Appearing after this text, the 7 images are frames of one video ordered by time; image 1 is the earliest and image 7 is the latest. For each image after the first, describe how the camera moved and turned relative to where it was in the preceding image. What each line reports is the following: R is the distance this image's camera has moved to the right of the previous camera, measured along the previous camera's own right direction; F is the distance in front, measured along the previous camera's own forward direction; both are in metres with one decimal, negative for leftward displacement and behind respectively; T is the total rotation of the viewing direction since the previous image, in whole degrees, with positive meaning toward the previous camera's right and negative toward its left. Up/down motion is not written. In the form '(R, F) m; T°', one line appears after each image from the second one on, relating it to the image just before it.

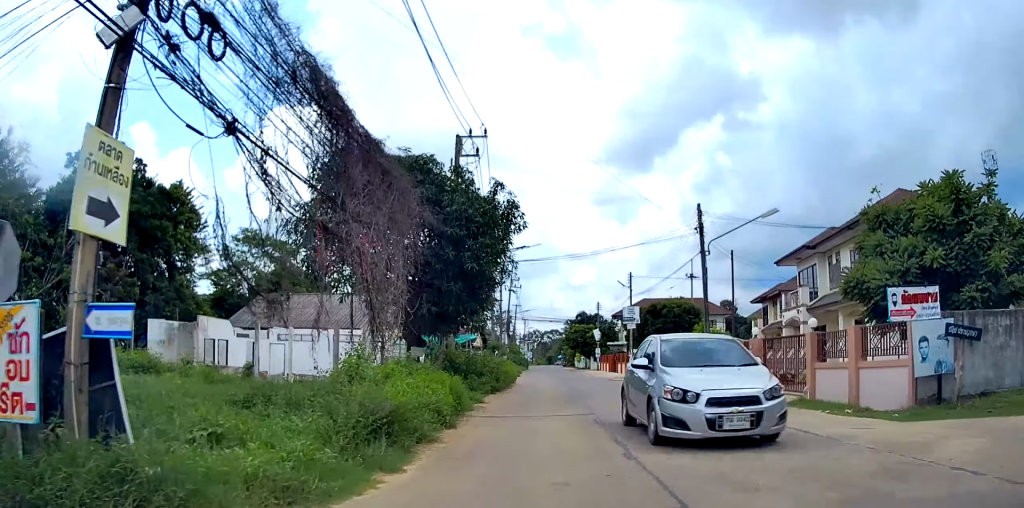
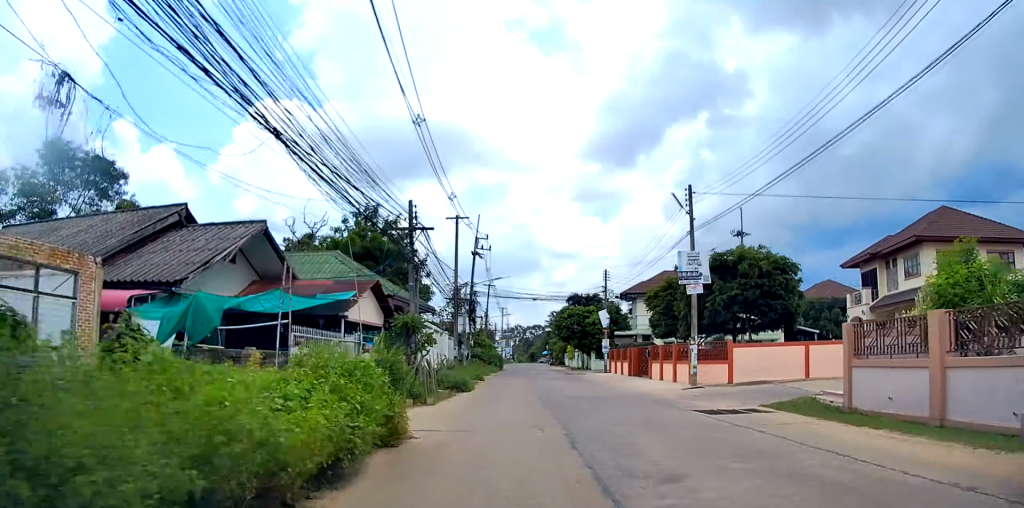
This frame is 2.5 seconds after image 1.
(-0.7, +23.7) m; -3°
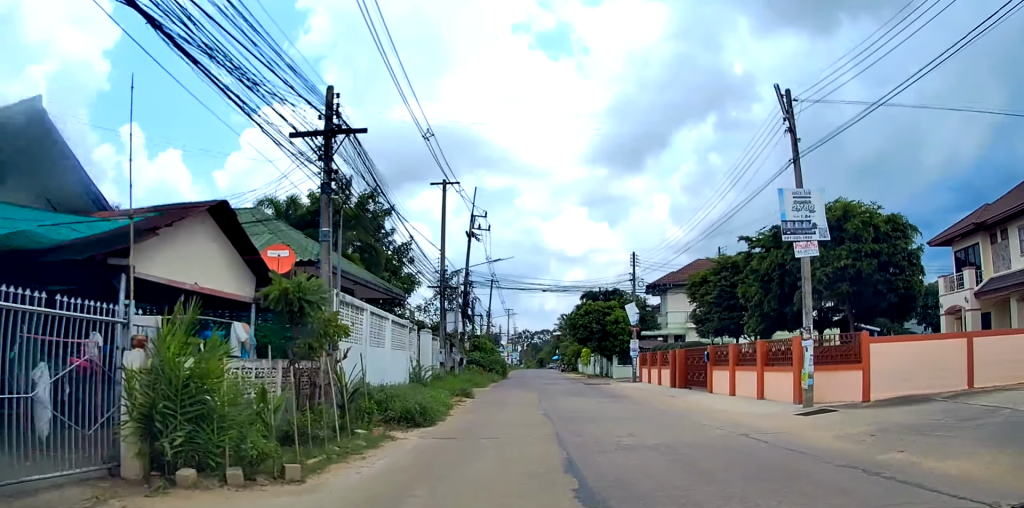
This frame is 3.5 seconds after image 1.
(-0.1, +9.5) m; +1°
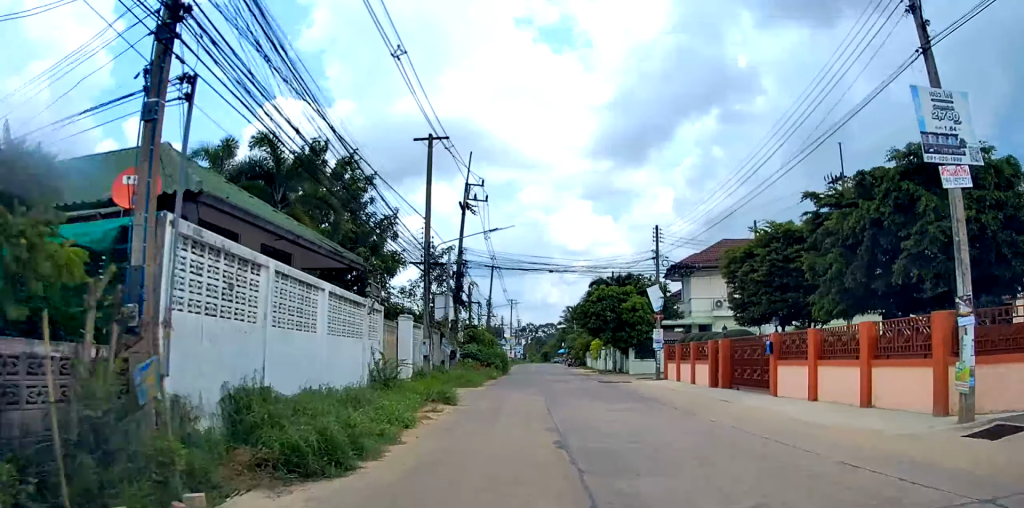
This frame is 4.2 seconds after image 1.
(+0.1, +6.2) m; +1°
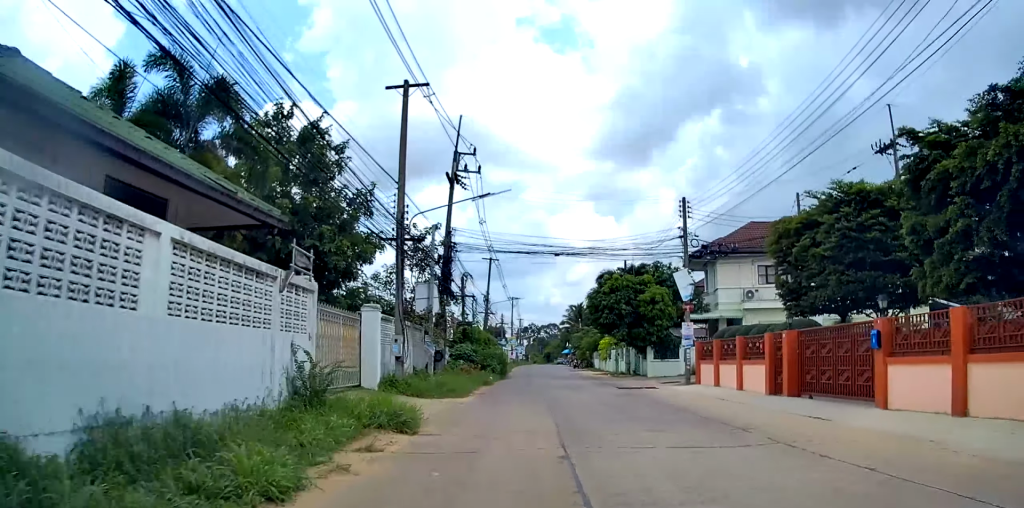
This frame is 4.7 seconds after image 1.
(0.0, +5.3) m; 0°
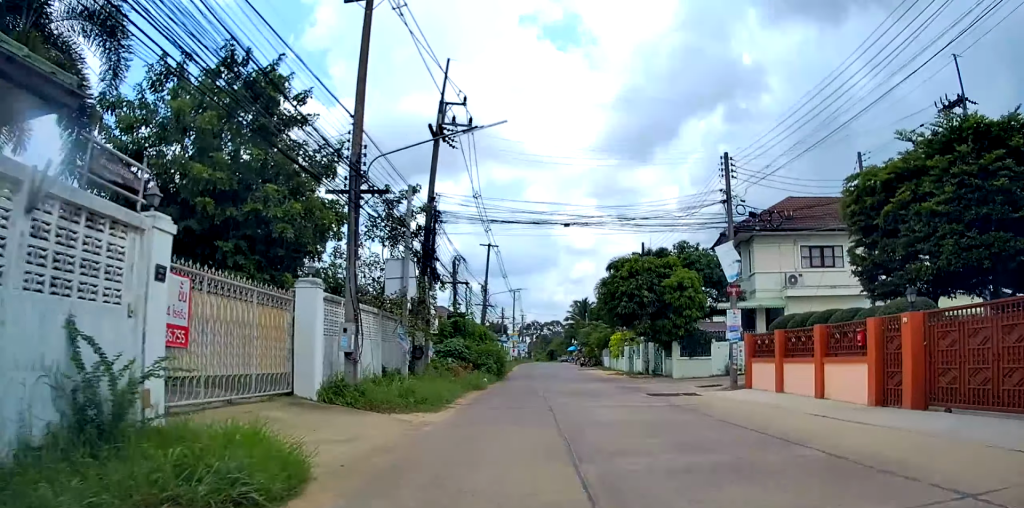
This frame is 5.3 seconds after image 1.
(+0.1, +5.7) m; -1°
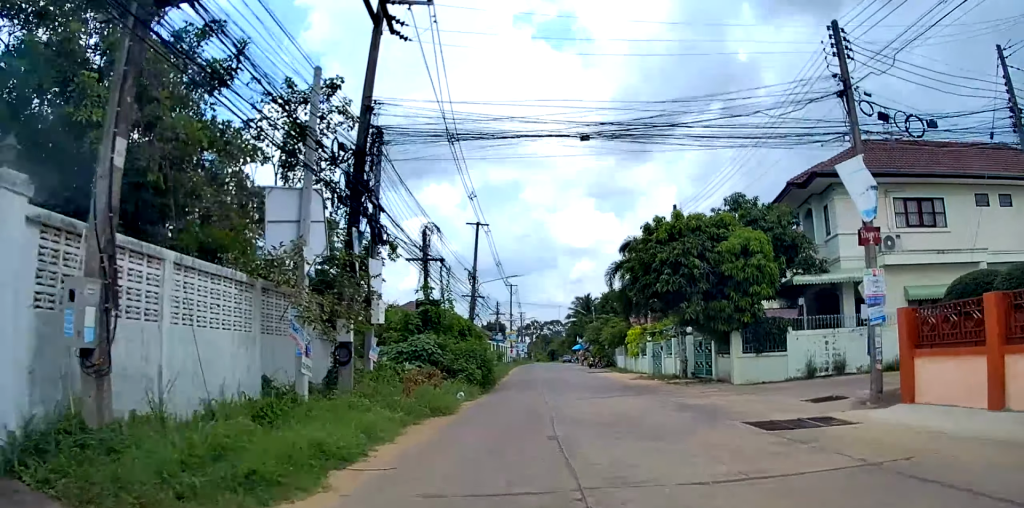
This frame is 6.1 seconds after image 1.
(-0.2, +8.6) m; -1°
